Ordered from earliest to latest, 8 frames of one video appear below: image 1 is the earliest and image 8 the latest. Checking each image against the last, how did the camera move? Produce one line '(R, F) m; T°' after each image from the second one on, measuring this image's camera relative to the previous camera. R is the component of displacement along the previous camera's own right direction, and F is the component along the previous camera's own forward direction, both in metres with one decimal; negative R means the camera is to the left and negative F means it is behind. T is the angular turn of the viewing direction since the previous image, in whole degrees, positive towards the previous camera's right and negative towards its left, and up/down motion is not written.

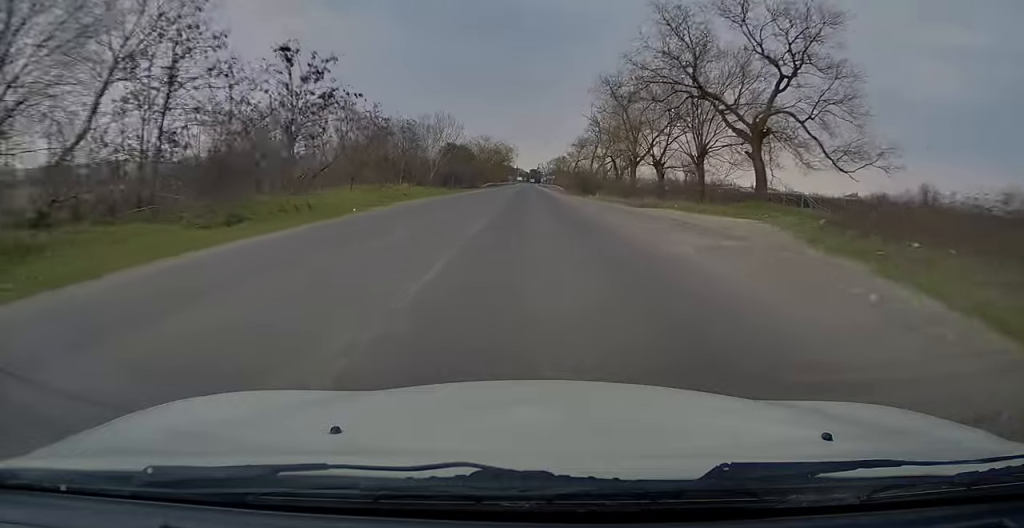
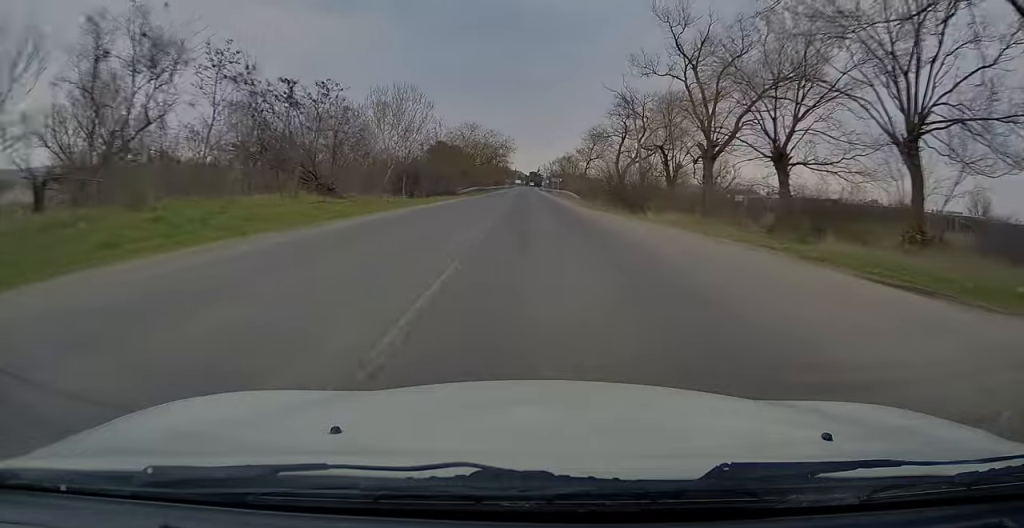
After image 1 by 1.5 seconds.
(-0.3, +28.8) m; -1°
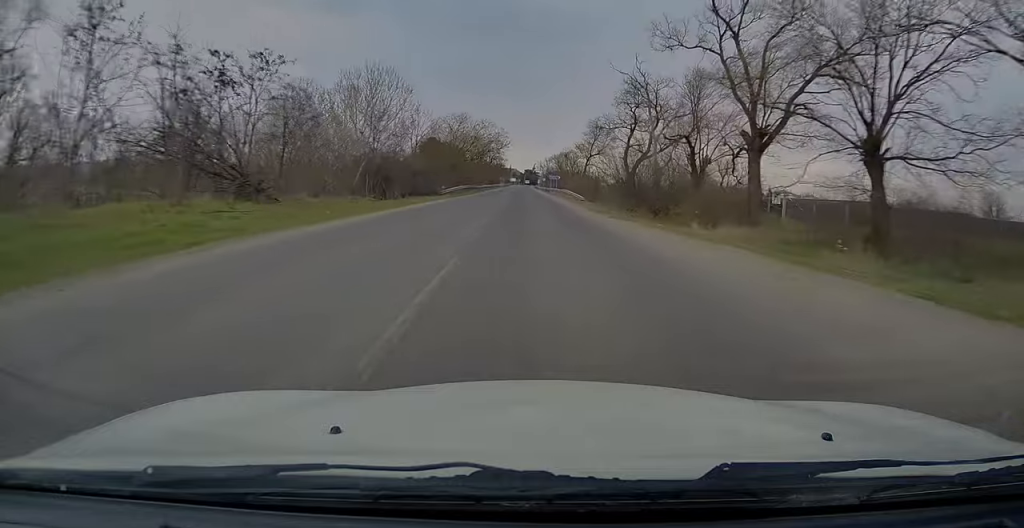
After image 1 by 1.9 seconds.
(-0.3, +9.1) m; +1°
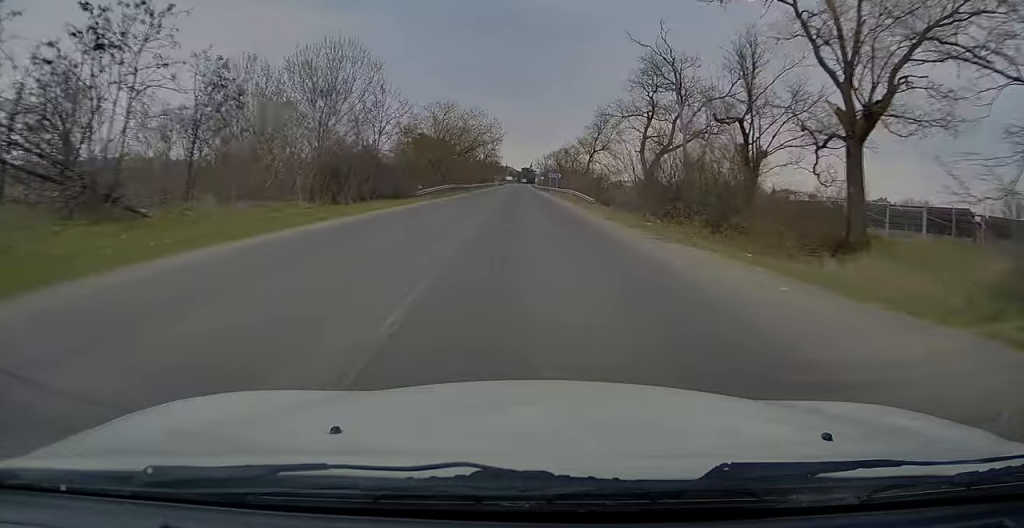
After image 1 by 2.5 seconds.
(+0.2, +10.4) m; +1°
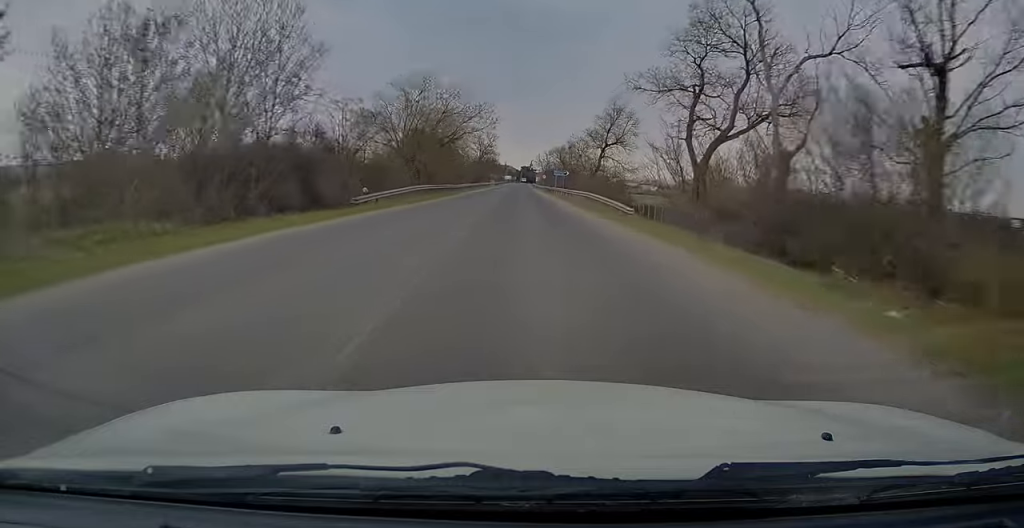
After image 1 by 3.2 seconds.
(+0.5, +15.0) m; +1°
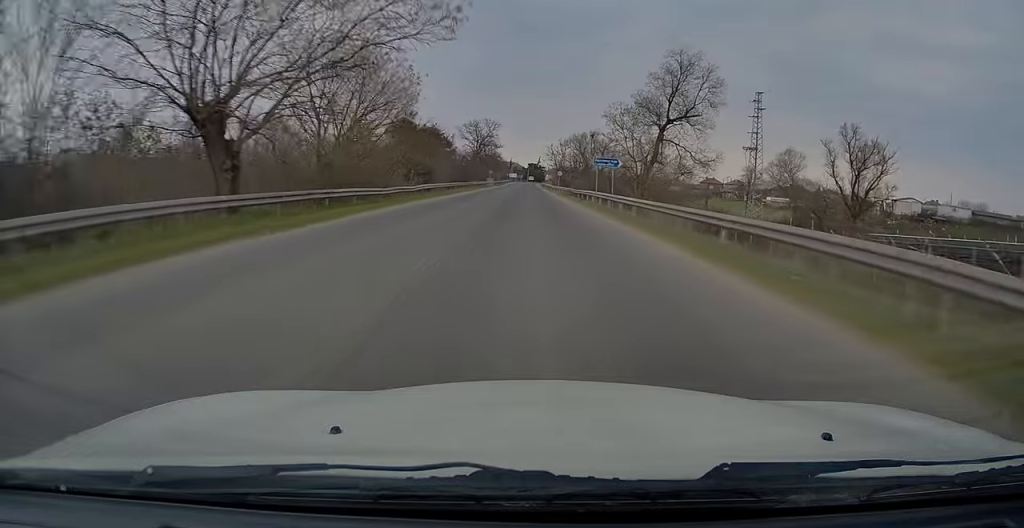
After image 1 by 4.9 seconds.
(-0.7, +32.5) m; -1°
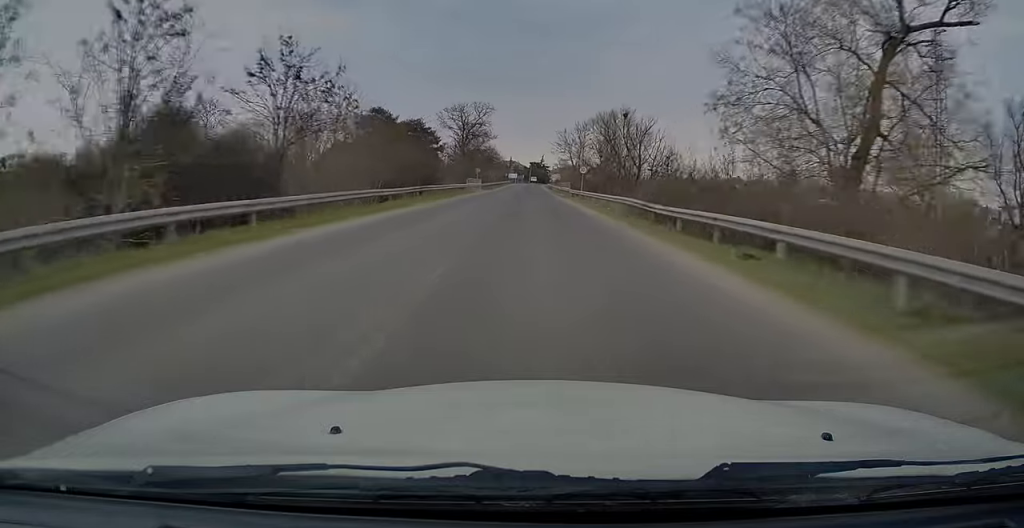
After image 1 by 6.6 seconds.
(0.0, +33.0) m; 0°
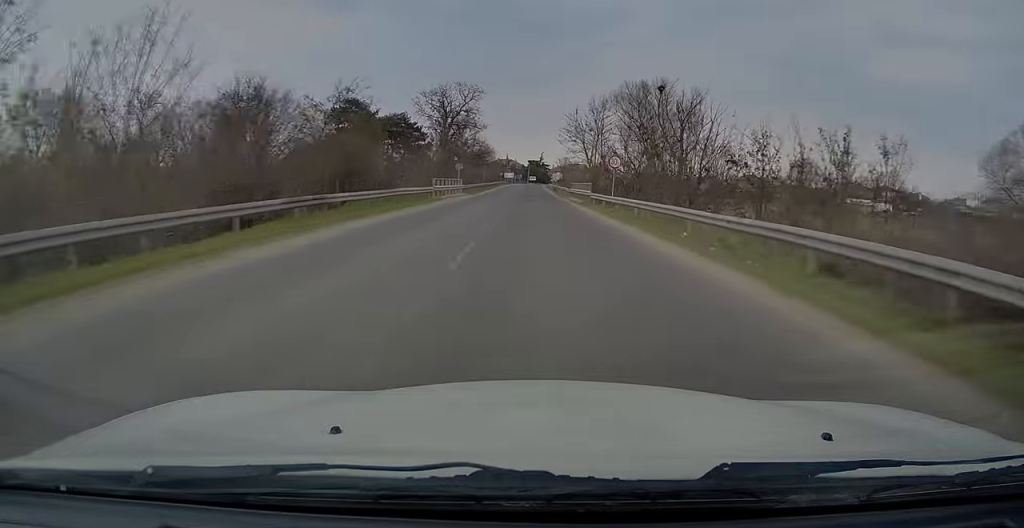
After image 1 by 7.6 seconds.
(0.0, +19.9) m; 0°
